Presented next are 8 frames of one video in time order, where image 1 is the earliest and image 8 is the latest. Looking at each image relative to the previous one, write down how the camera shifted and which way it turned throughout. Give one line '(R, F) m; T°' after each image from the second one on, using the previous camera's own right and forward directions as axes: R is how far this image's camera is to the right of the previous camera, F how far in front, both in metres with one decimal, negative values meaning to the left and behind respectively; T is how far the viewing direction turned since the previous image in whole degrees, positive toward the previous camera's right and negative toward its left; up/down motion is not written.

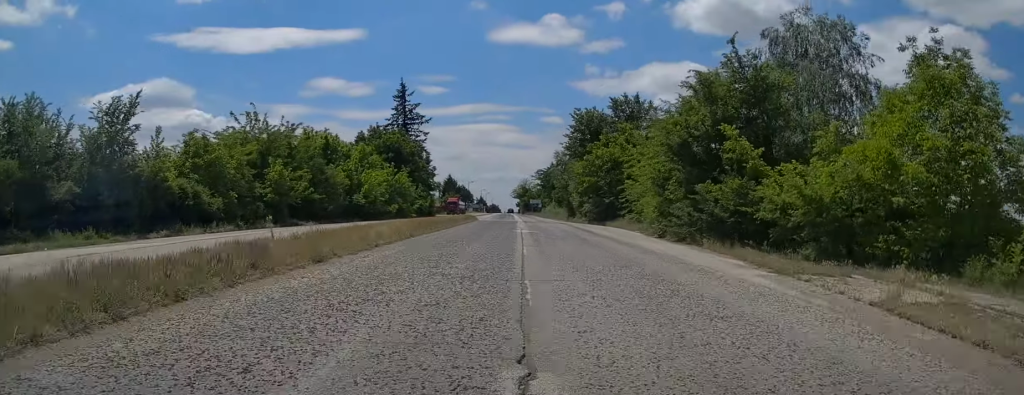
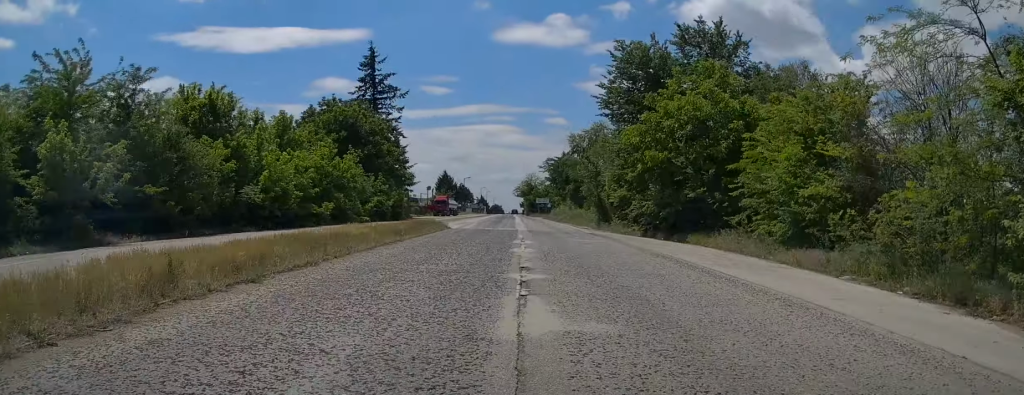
(-0.3, +25.8) m; -1°
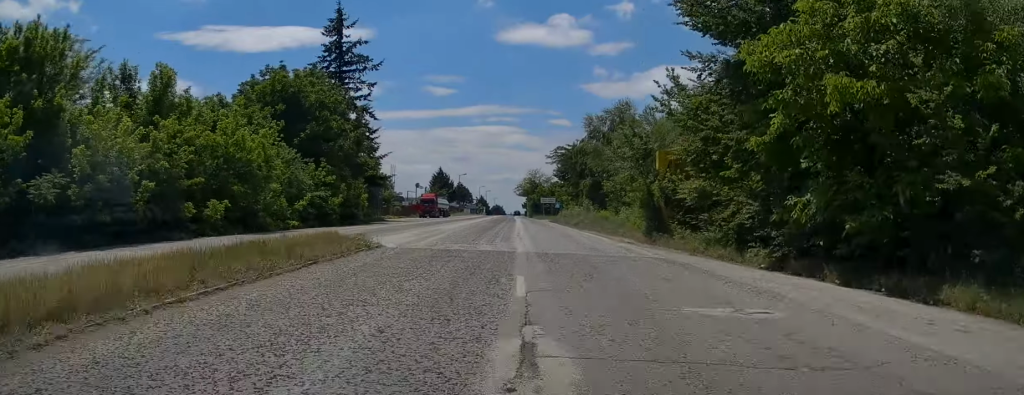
(+0.1, +17.7) m; +1°
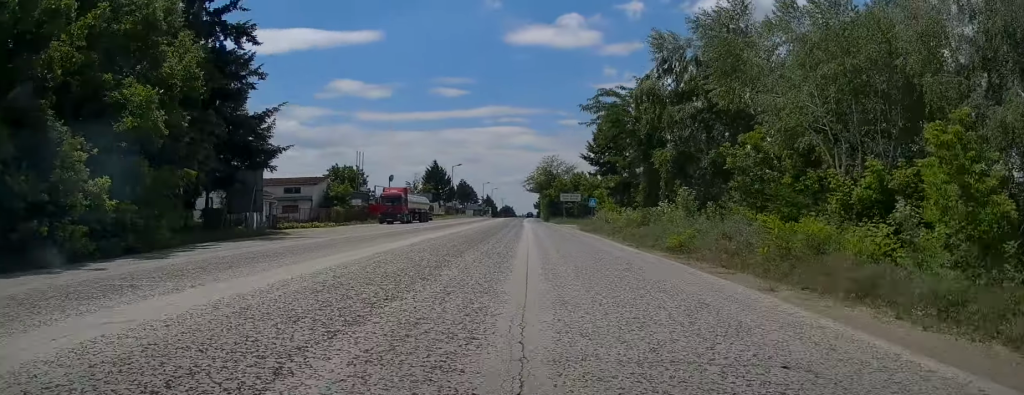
(-0.4, +32.2) m; -2°
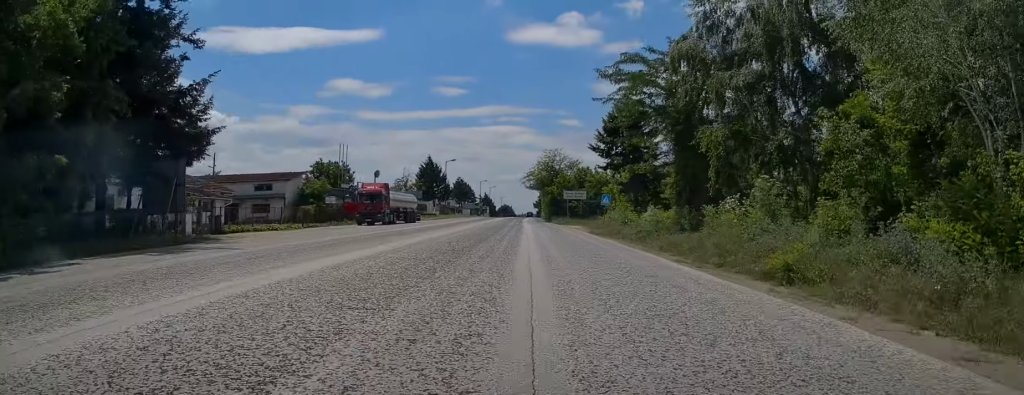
(-0.2, +8.5) m; 0°
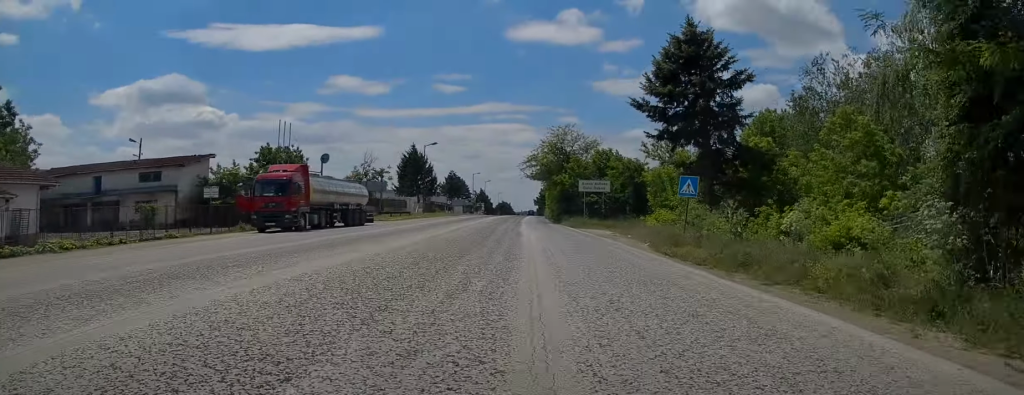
(+0.4, +21.2) m; +1°
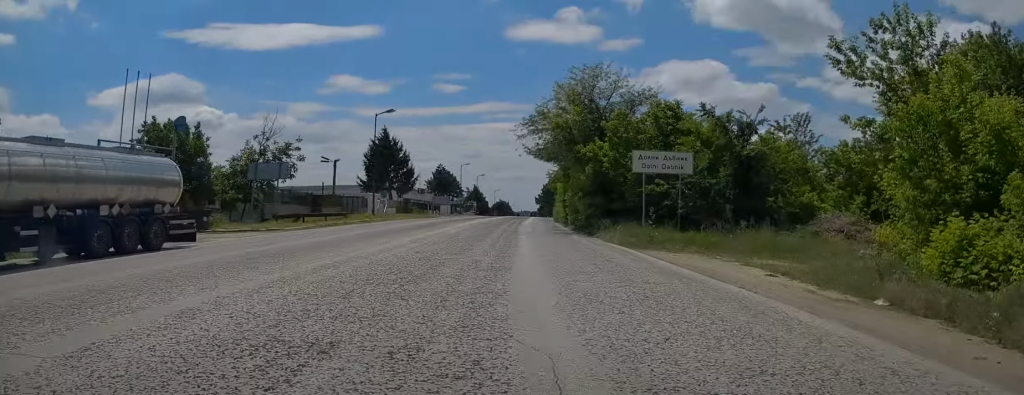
(-0.4, +25.9) m; -1°
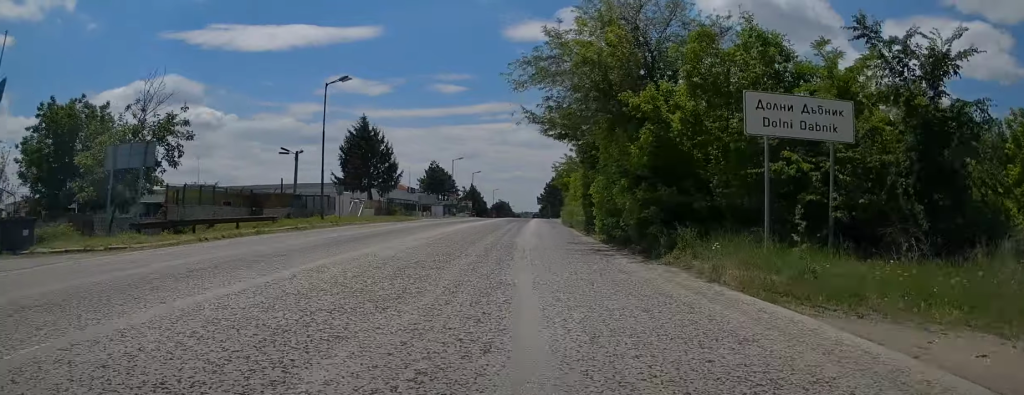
(+0.1, +13.6) m; 0°
